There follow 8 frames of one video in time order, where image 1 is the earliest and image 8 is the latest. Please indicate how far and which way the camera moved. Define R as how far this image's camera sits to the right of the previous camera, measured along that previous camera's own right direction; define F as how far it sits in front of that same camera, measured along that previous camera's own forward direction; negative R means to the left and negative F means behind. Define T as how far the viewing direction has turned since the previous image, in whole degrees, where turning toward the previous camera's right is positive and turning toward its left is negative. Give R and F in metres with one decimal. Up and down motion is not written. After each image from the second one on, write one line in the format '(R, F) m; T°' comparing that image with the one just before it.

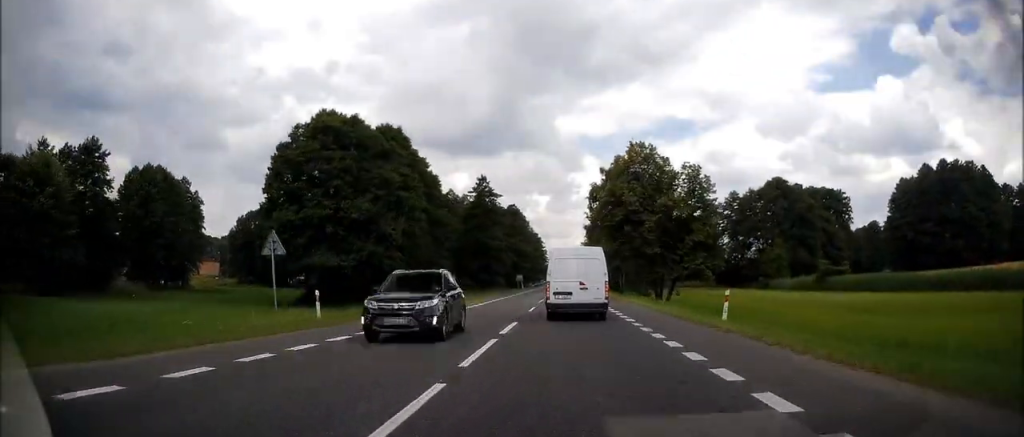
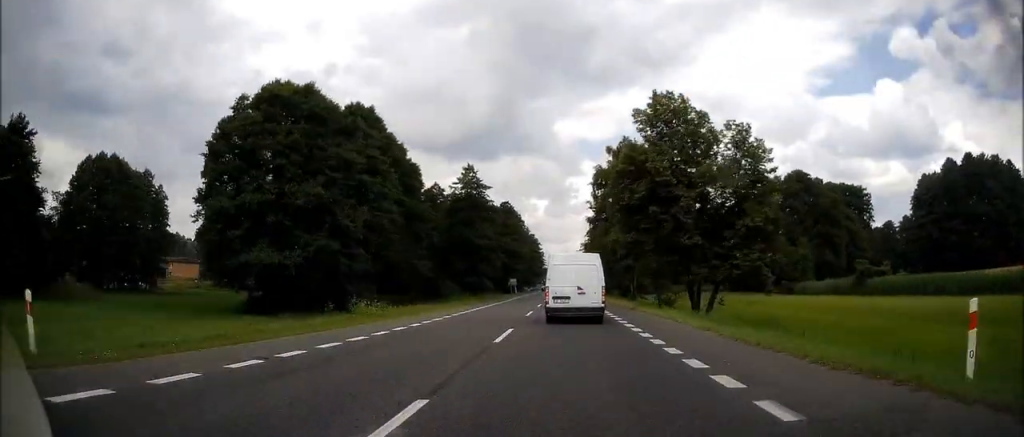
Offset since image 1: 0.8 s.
(+0.3, +12.5) m; 0°
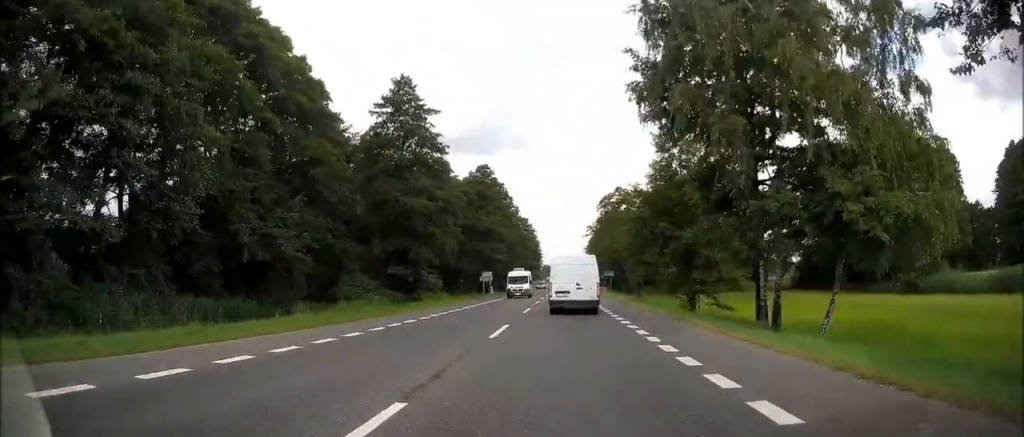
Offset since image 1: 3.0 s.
(-0.8, +36.5) m; -1°
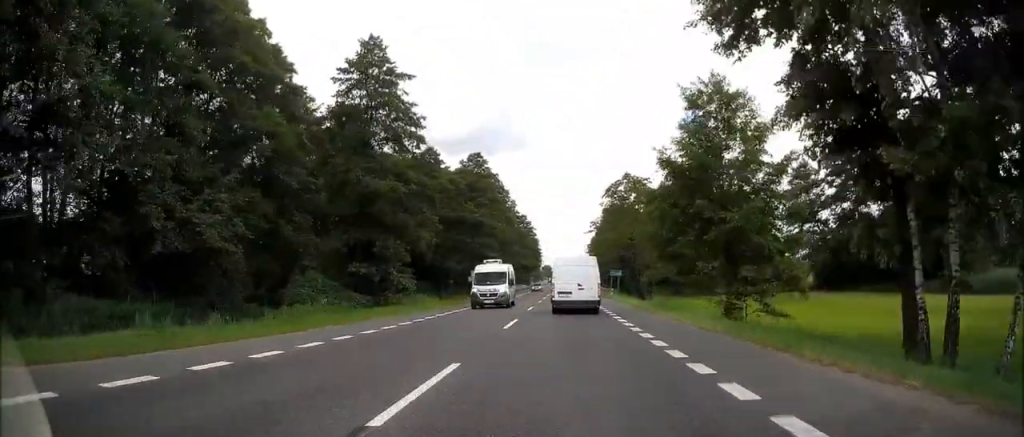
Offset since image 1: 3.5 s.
(+0.2, +8.8) m; 0°
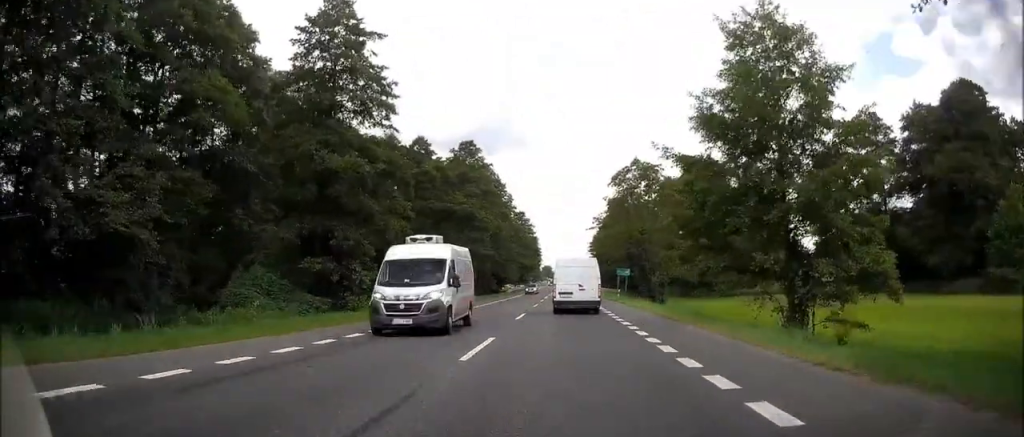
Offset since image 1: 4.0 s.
(0.0, +7.2) m; 0°
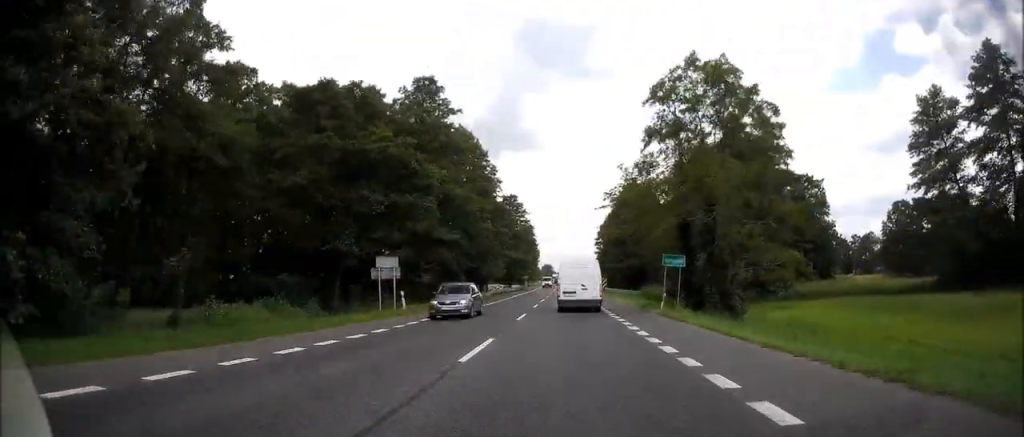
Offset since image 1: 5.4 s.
(-0.1, +24.3) m; -1°
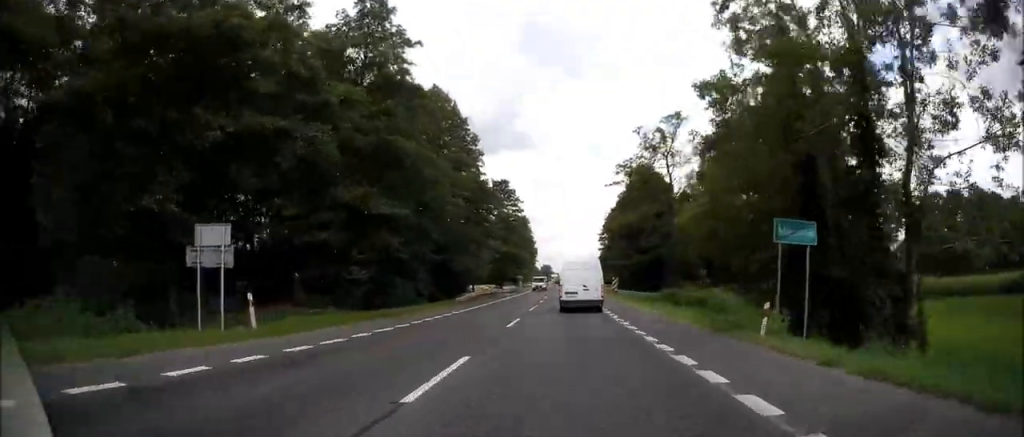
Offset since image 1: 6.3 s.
(-0.2, +15.8) m; 0°
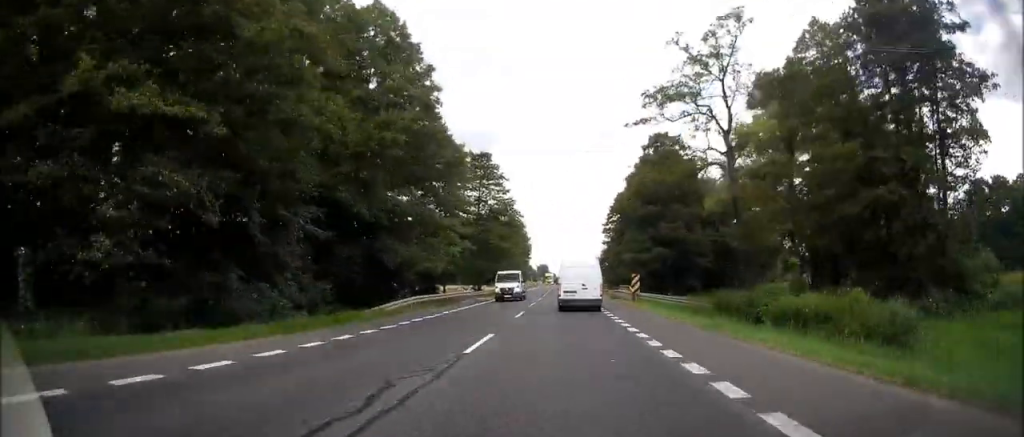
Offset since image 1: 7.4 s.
(+0.2, +19.2) m; 0°
